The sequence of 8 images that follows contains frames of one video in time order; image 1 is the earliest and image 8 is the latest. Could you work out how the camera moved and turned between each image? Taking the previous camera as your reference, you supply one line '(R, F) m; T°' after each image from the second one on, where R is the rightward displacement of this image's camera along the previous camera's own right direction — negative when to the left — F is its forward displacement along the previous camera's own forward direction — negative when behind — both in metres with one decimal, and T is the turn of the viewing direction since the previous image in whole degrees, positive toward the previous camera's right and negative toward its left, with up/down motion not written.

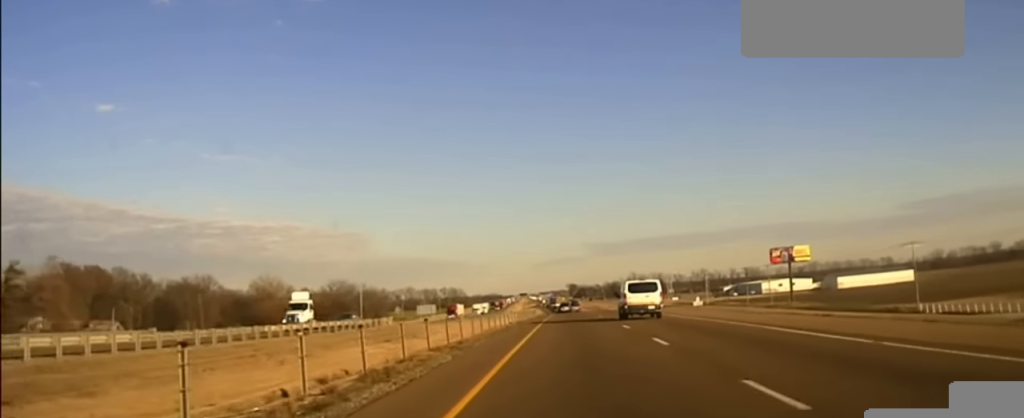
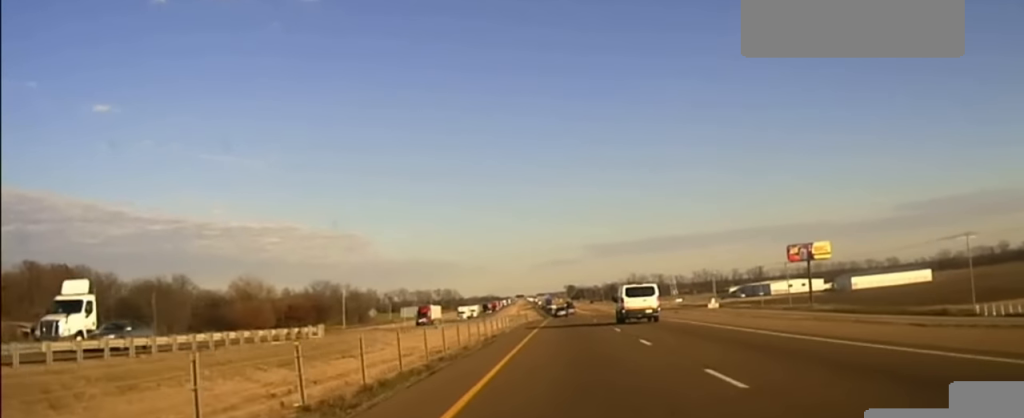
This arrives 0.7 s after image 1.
(+0.2, +24.2) m; 0°
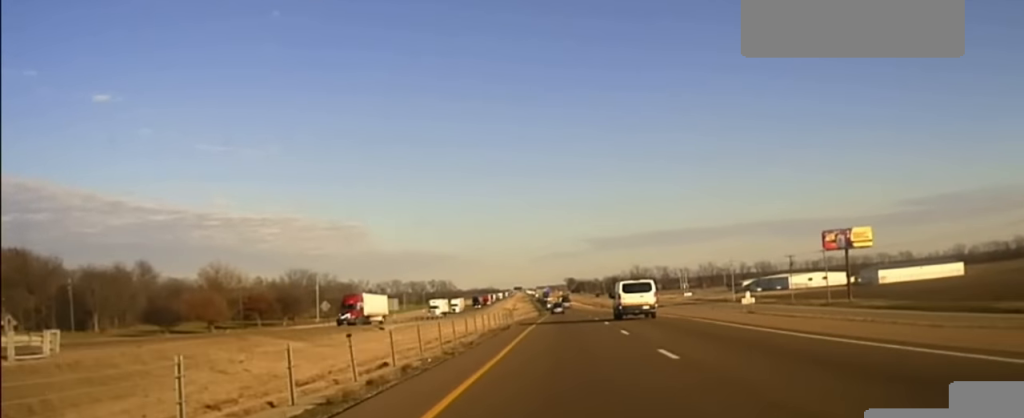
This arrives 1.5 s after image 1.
(0.0, +34.3) m; 0°
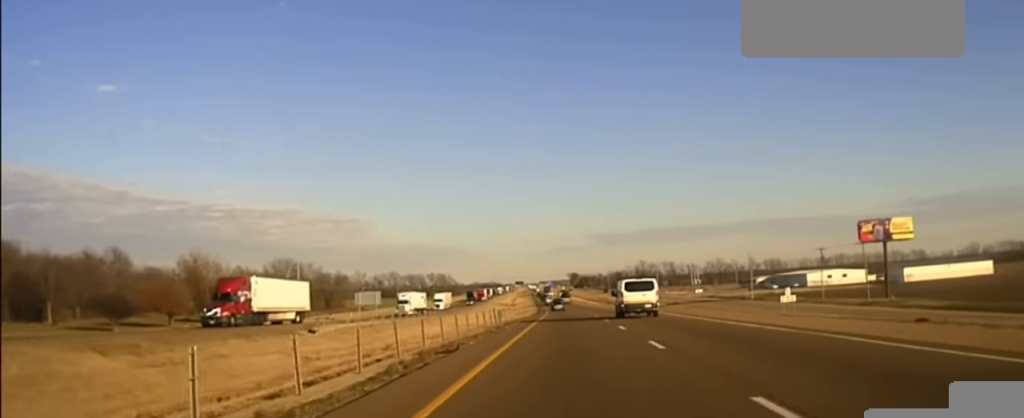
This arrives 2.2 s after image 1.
(0.0, +28.7) m; 0°
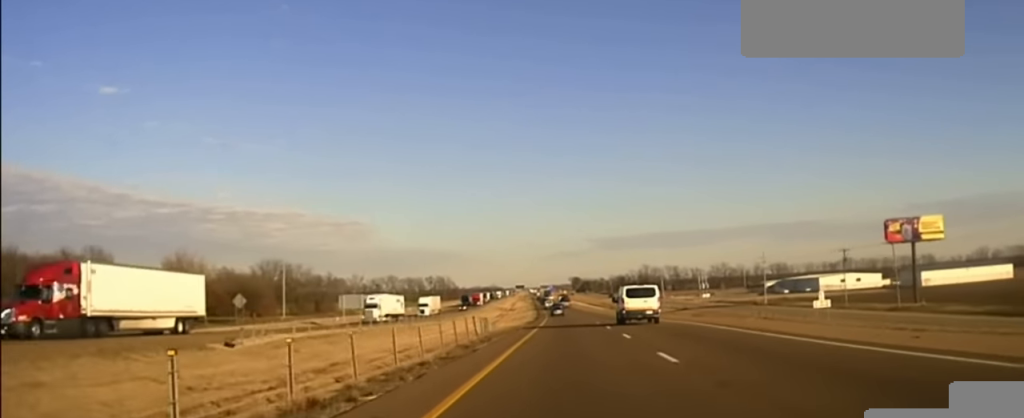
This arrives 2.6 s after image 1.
(+0.1, +17.8) m; 0°
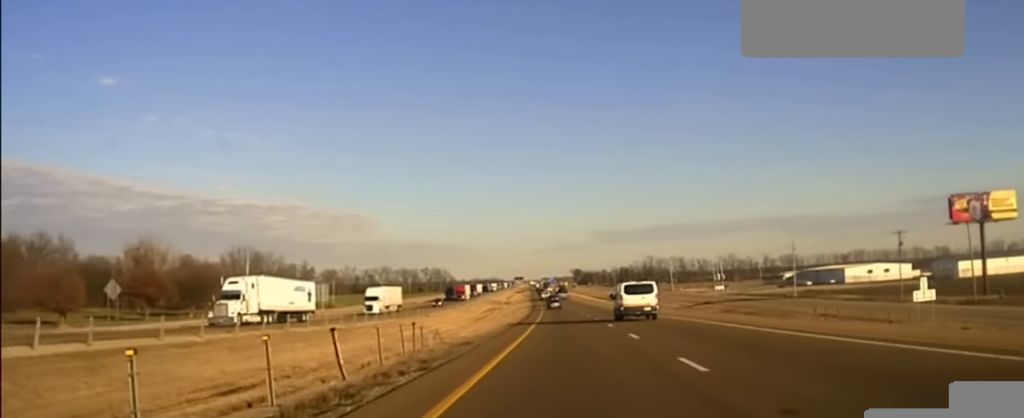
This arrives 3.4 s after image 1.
(-0.2, +32.1) m; -1°
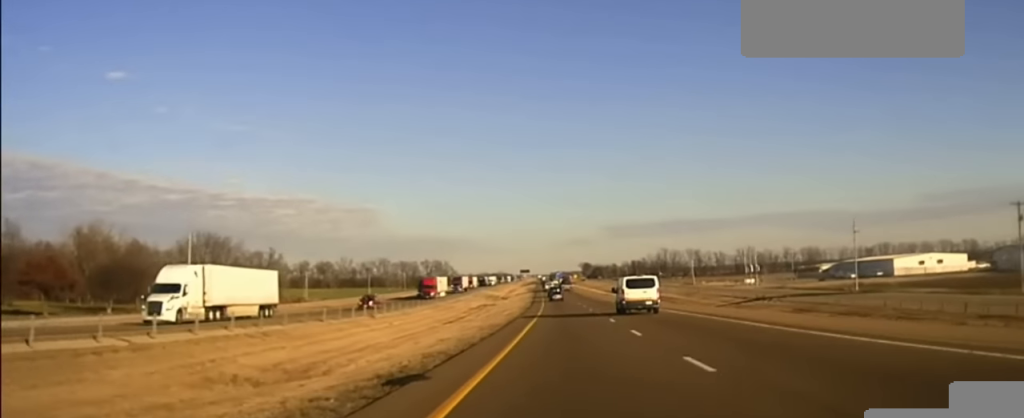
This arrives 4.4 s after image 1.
(-0.3, +37.1) m; -1°
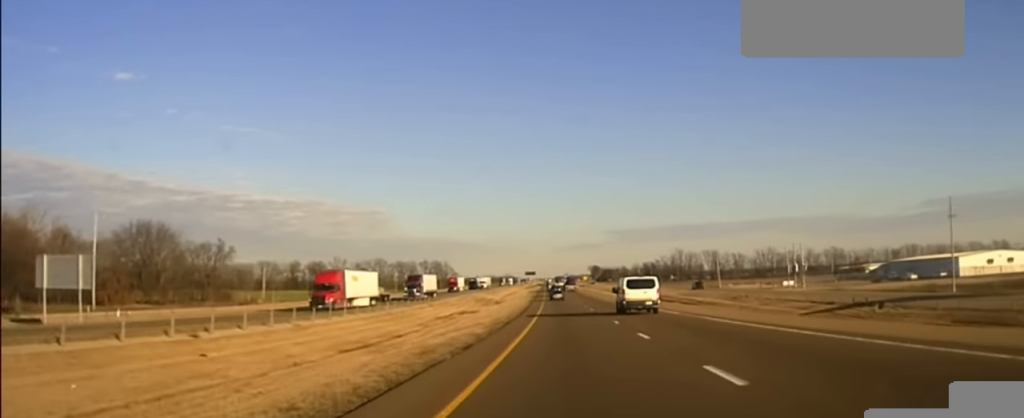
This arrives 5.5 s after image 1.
(-0.1, +31.3) m; 0°
